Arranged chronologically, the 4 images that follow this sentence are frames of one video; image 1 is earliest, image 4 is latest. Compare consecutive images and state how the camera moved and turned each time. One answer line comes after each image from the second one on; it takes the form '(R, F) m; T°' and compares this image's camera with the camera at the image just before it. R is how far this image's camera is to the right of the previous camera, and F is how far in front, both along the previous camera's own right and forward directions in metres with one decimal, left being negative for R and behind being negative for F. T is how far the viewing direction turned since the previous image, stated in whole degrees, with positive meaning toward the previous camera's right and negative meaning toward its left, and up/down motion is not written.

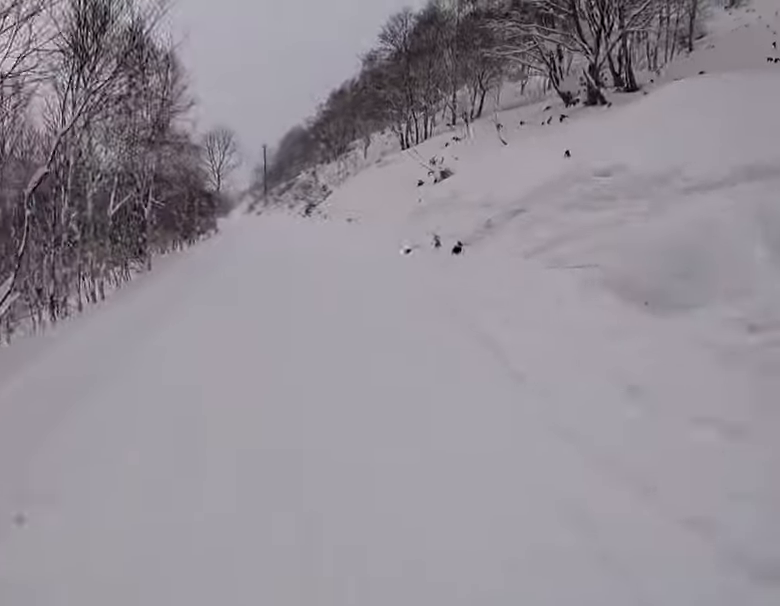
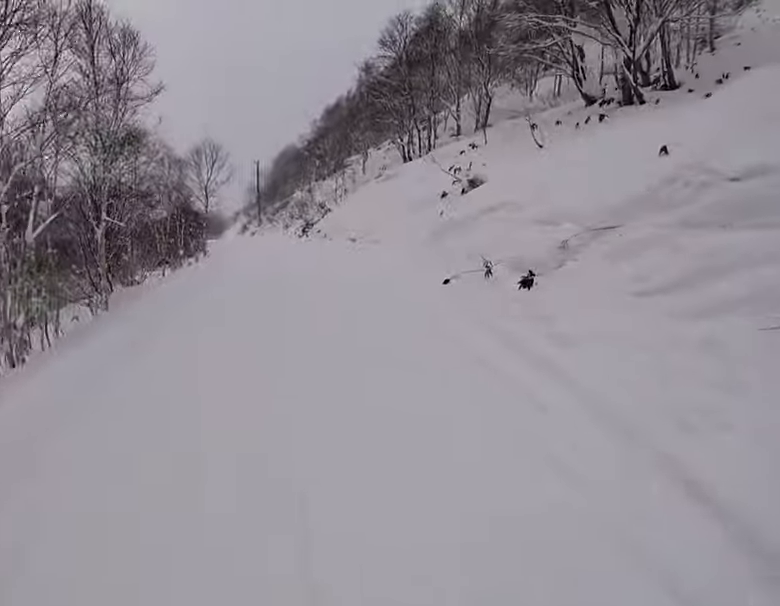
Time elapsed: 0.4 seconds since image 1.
(-0.7, +4.0) m; 0°
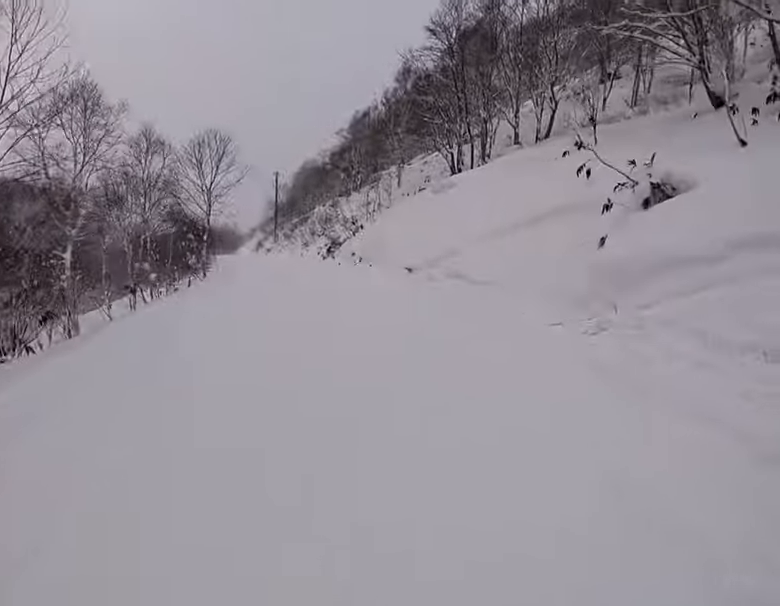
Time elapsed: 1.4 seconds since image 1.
(+1.3, +8.2) m; +6°
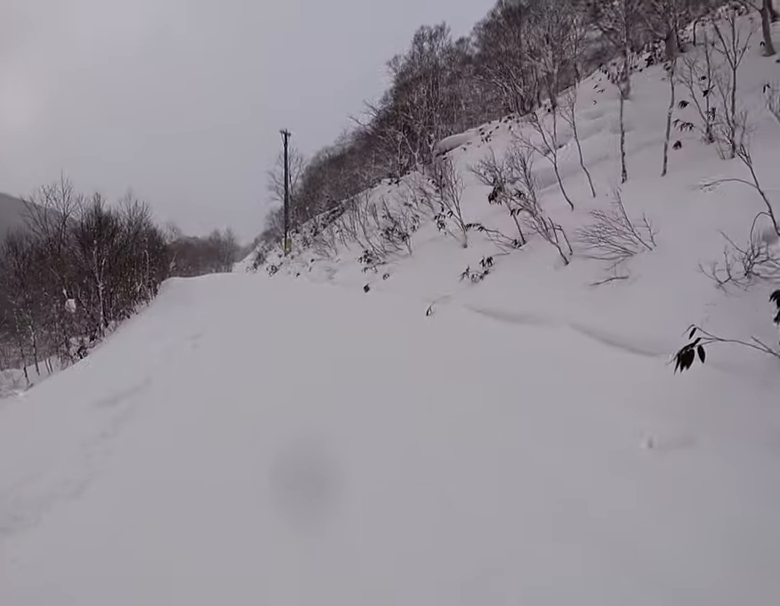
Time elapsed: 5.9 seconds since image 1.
(-4.4, +34.2) m; -10°
